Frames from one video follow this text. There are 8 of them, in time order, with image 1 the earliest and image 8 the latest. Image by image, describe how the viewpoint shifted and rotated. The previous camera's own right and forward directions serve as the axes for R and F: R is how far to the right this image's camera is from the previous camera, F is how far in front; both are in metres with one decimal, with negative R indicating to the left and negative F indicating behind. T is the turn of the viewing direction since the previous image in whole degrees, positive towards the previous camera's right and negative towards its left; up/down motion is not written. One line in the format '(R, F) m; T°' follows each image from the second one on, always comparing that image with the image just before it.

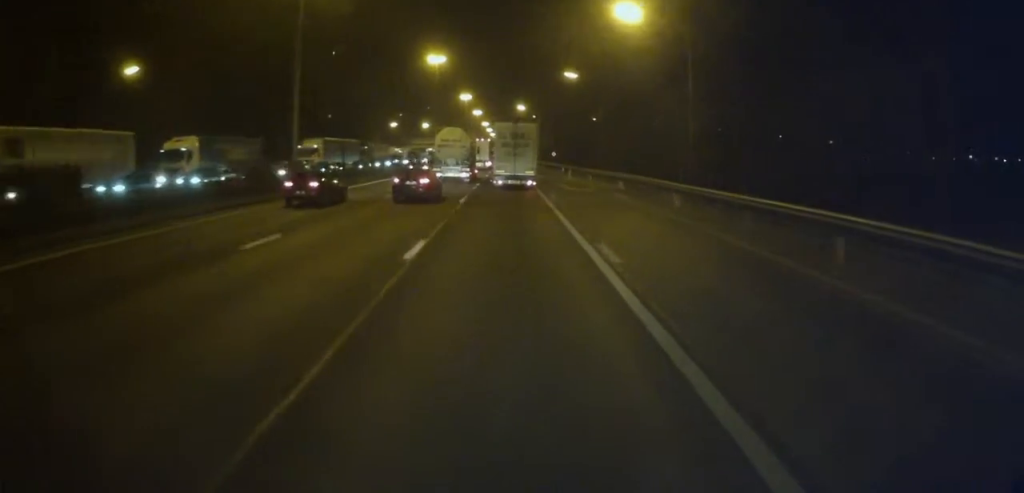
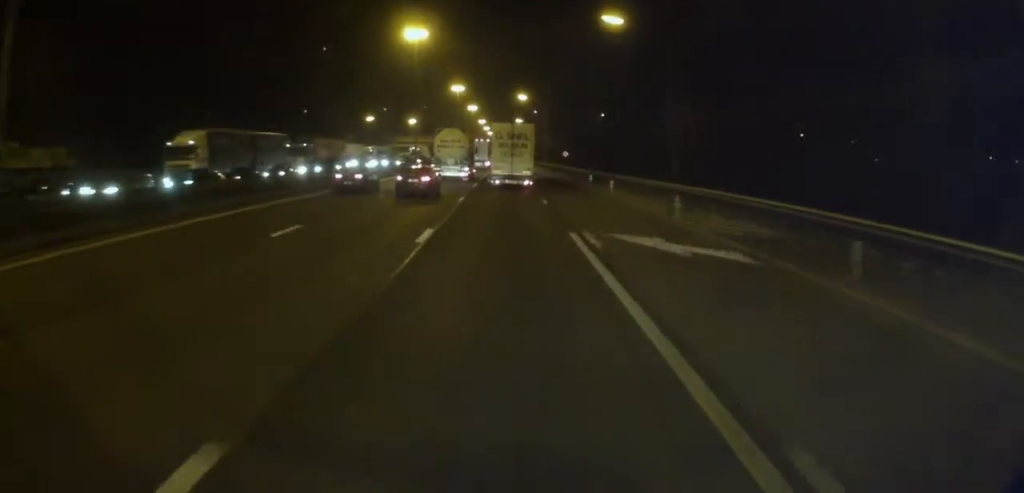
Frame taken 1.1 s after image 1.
(0.0, +25.9) m; +1°
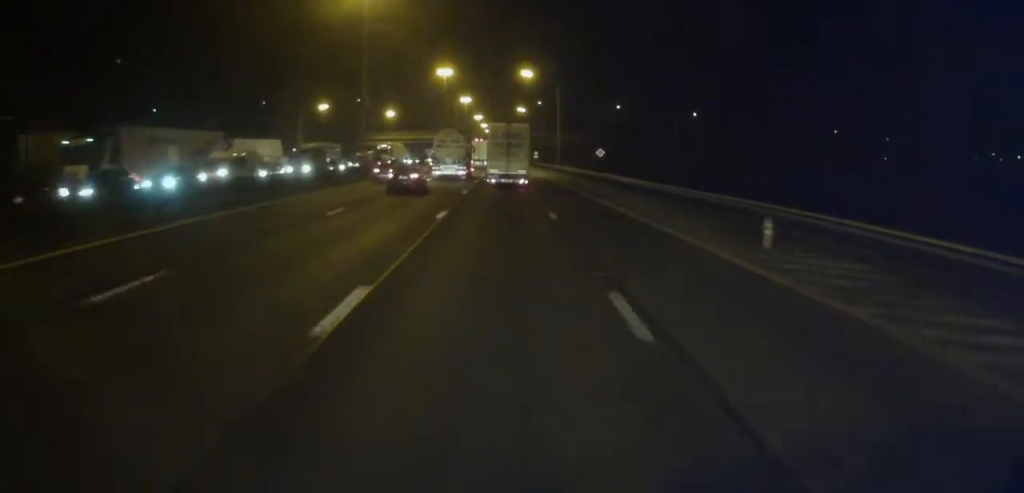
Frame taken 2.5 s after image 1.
(+0.5, +33.7) m; 0°
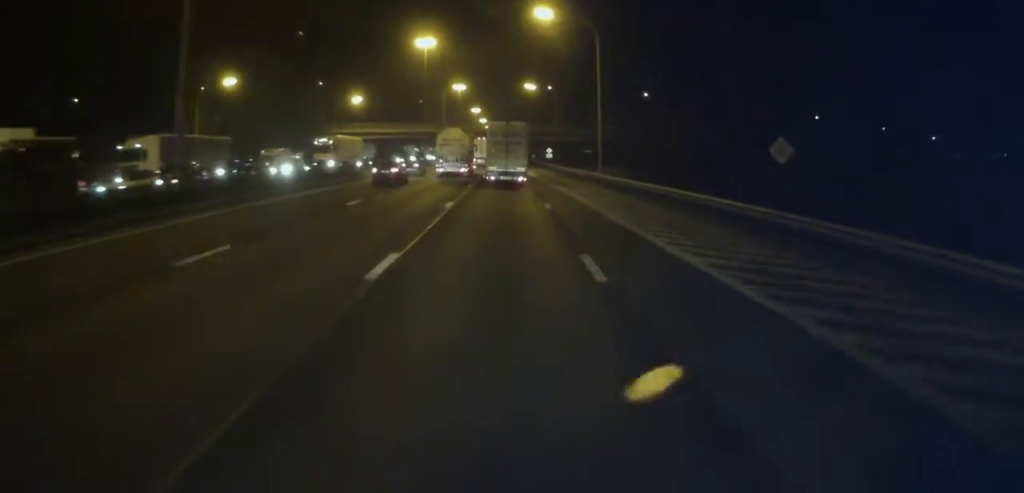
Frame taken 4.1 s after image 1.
(-0.6, +36.1) m; -1°
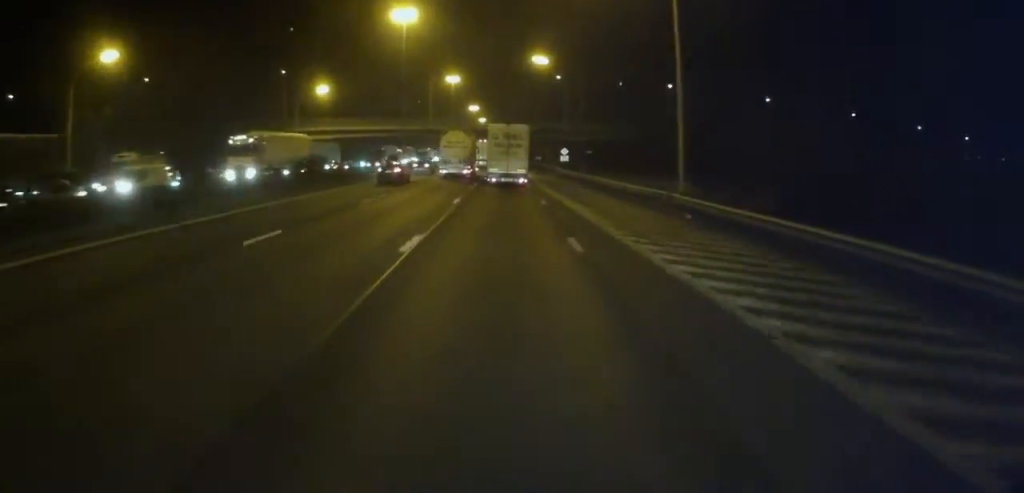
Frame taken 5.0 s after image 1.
(0.0, +22.8) m; 0°
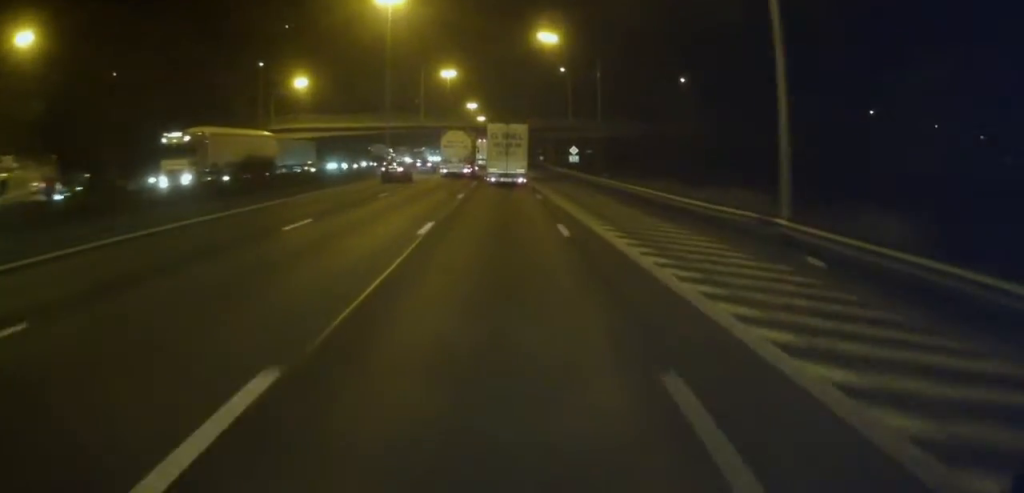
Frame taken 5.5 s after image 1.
(0.0, +10.2) m; 0°
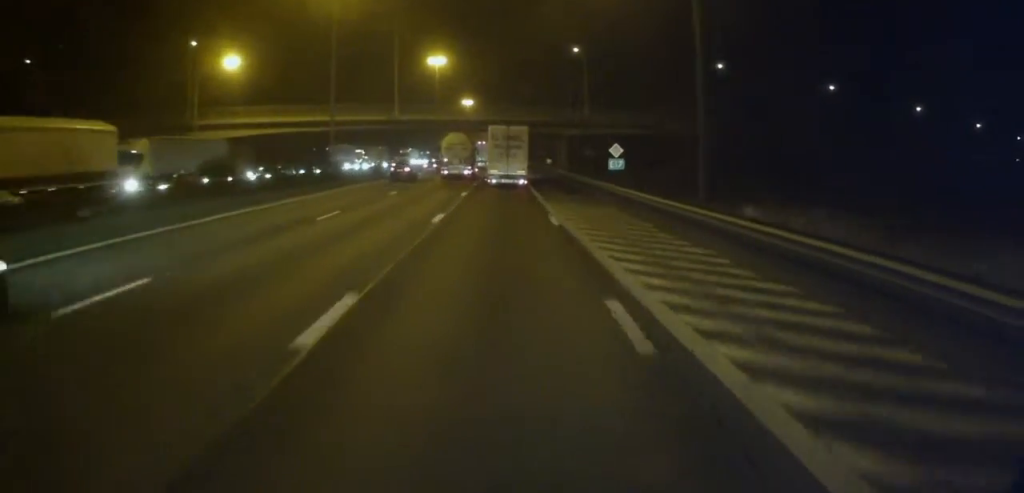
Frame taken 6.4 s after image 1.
(0.0, +22.8) m; 0°
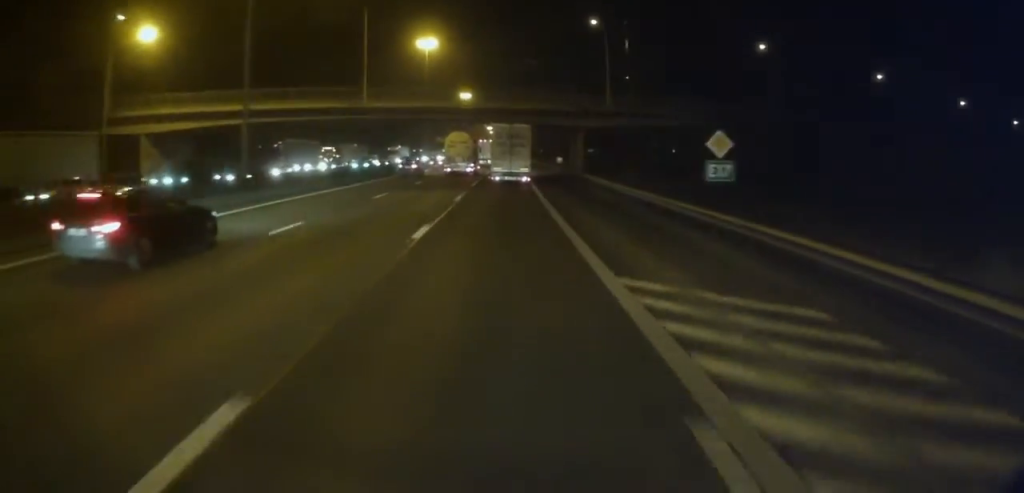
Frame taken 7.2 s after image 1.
(0.0, +17.3) m; +1°
